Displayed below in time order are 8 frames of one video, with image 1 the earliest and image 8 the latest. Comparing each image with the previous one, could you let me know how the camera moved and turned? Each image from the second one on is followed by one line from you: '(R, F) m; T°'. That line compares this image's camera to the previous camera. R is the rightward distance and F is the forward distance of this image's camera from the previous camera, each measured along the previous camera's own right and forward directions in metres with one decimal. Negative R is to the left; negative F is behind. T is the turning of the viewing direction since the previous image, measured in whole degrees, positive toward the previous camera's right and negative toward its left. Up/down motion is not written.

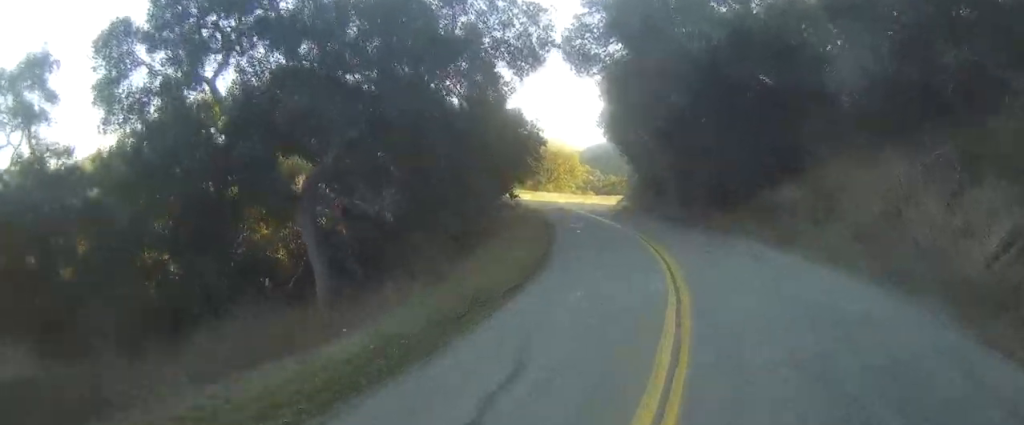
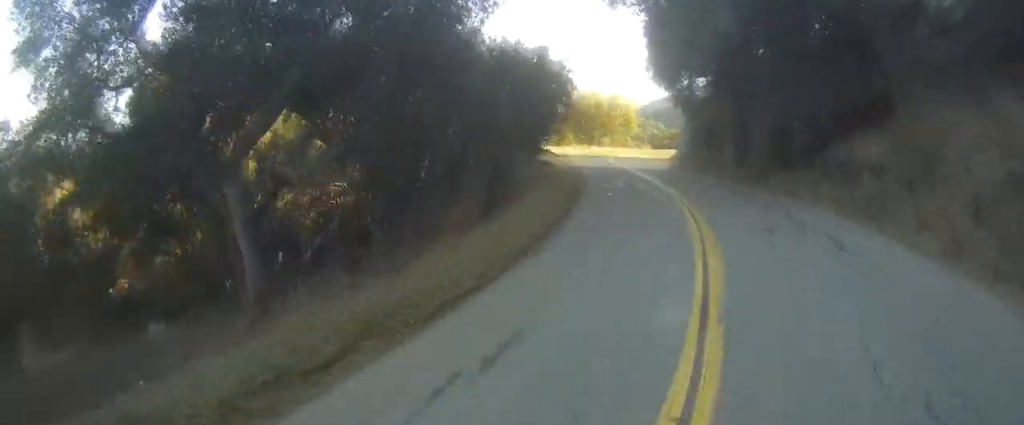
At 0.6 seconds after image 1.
(-0.2, +6.3) m; -4°
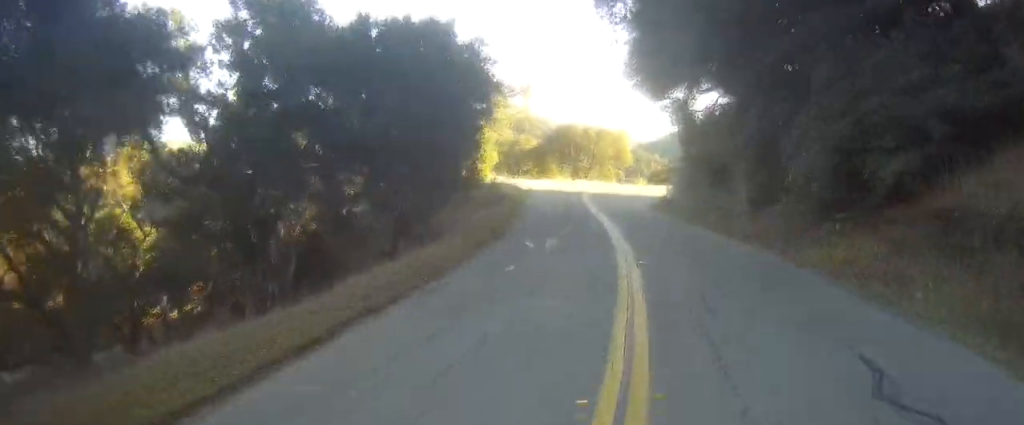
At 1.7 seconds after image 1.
(-0.7, +11.8) m; -7°
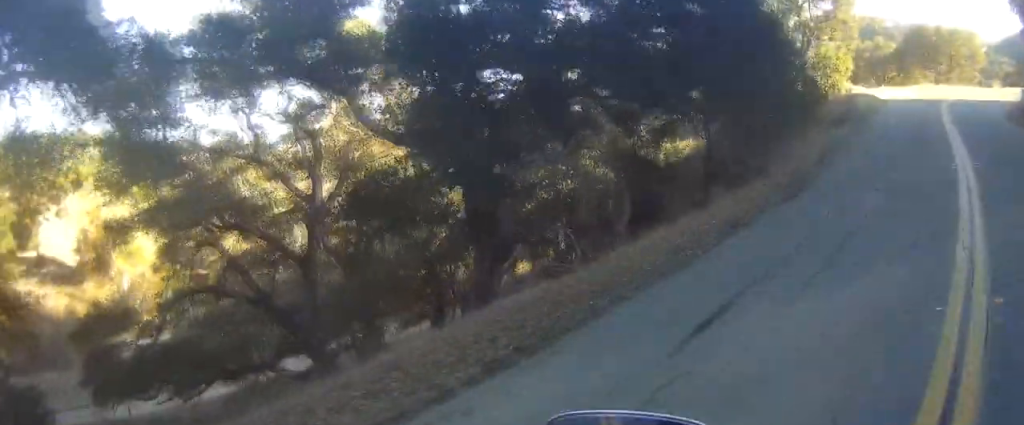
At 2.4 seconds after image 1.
(-0.4, +7.0) m; -4°
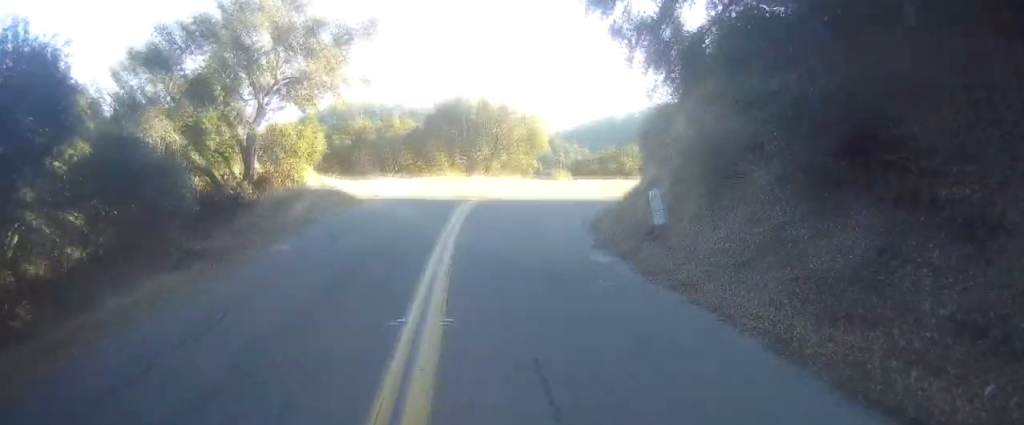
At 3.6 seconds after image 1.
(-0.1, +12.1) m; -1°
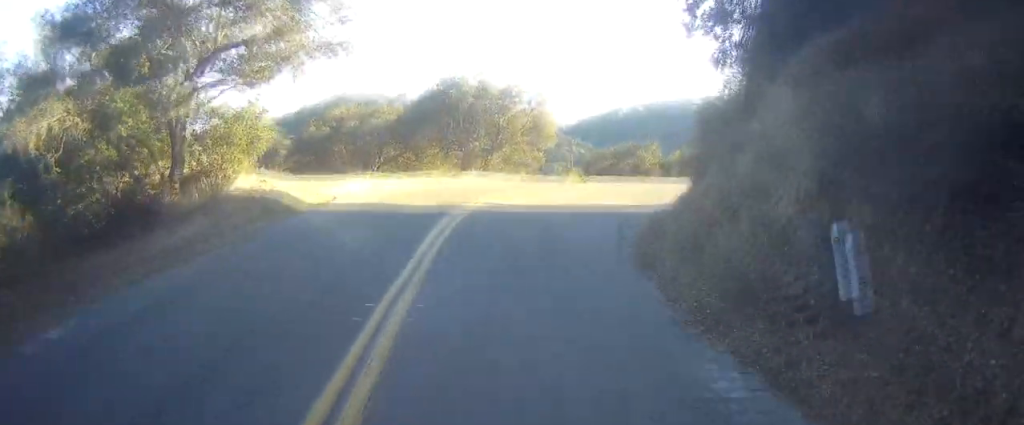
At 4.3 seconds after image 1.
(-0.1, +7.0) m; +1°
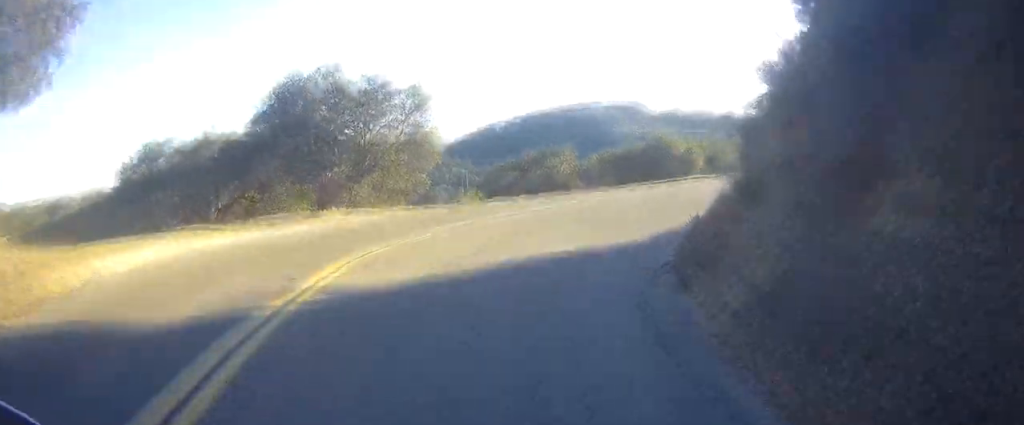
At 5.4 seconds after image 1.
(+0.4, +11.7) m; +10°
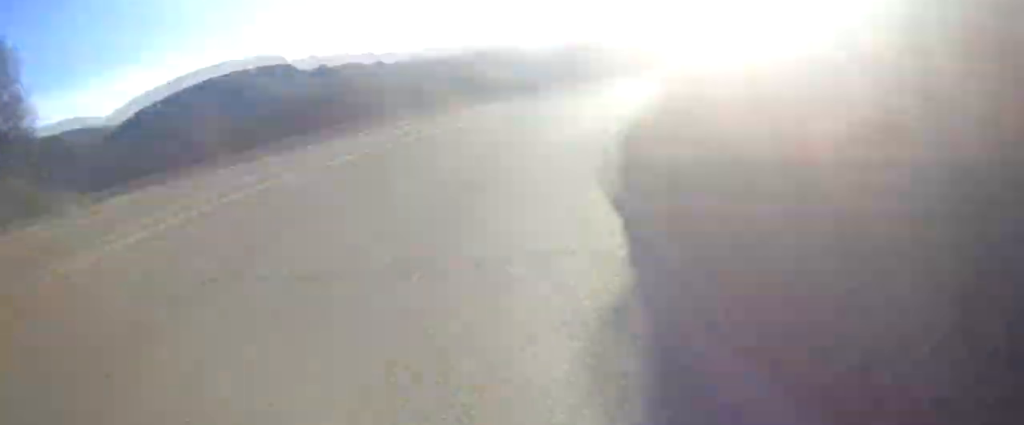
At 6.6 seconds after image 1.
(+2.4, +14.6) m; +21°
